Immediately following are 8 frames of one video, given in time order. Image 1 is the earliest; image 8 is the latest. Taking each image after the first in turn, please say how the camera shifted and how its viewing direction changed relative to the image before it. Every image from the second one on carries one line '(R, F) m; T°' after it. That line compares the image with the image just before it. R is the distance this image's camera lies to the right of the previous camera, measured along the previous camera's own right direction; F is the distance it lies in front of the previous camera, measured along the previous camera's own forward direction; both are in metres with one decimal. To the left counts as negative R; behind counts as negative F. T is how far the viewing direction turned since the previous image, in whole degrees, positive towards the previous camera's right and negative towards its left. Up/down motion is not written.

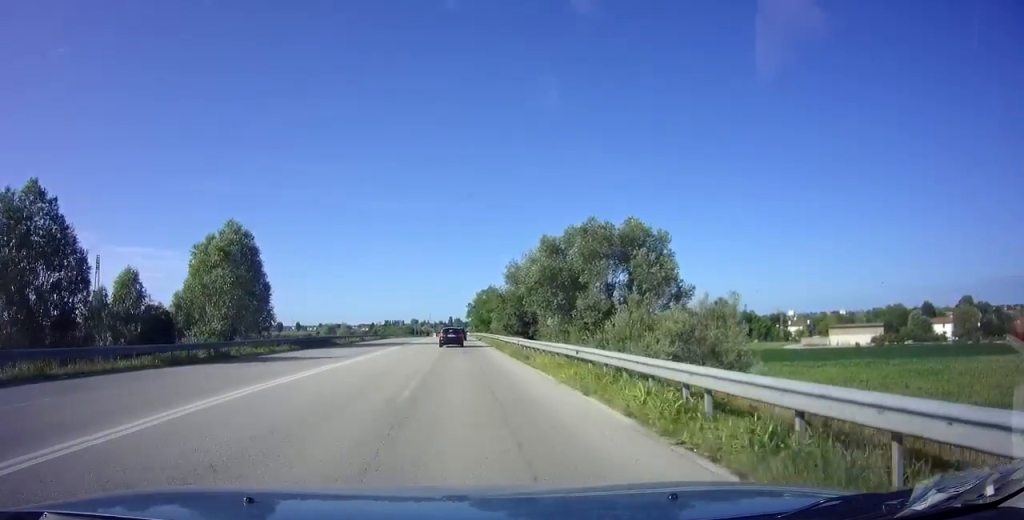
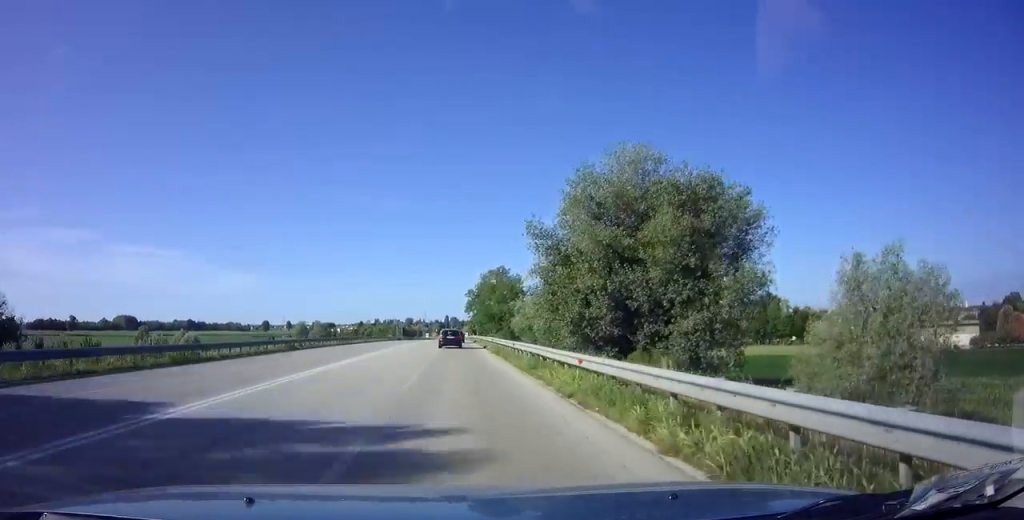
(+0.1, +42.1) m; 0°
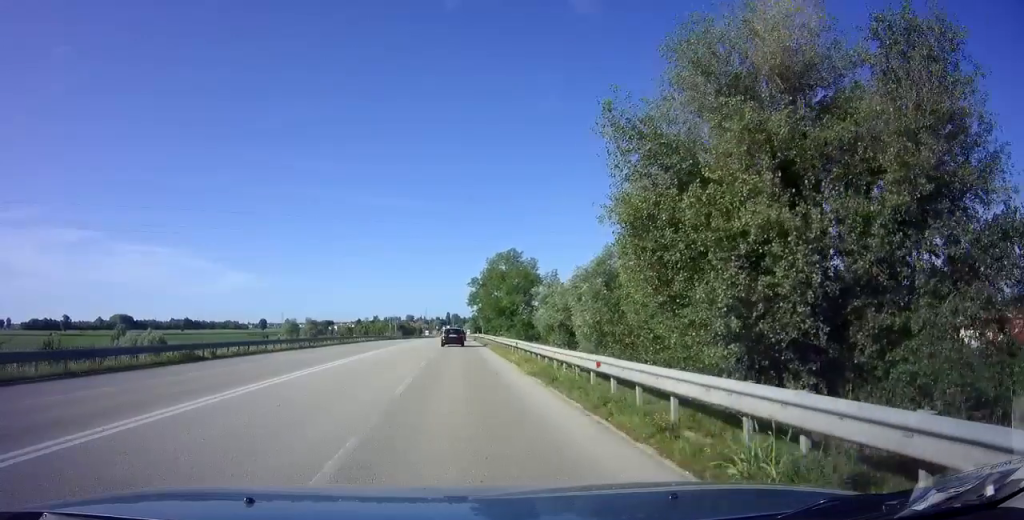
(-0.1, +16.0) m; 0°
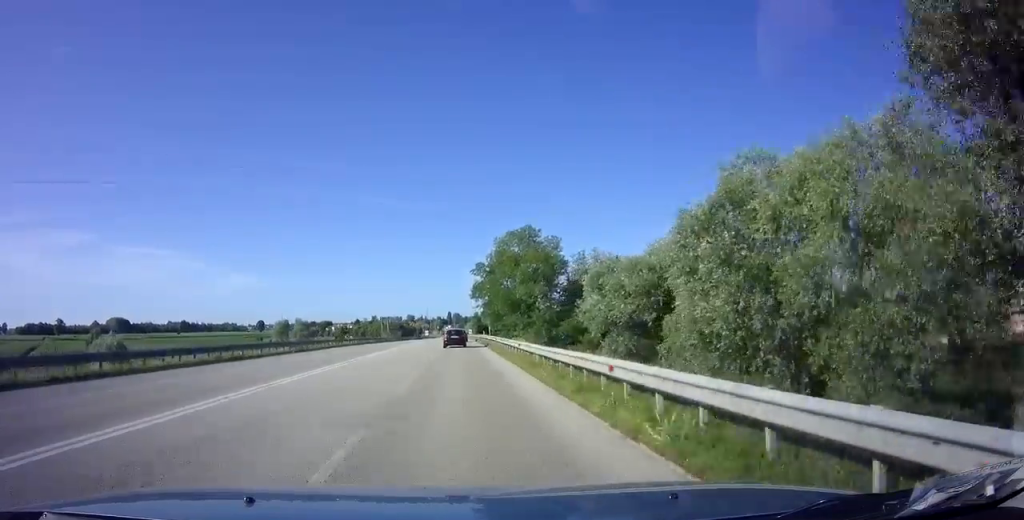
(0.0, +14.5) m; 0°
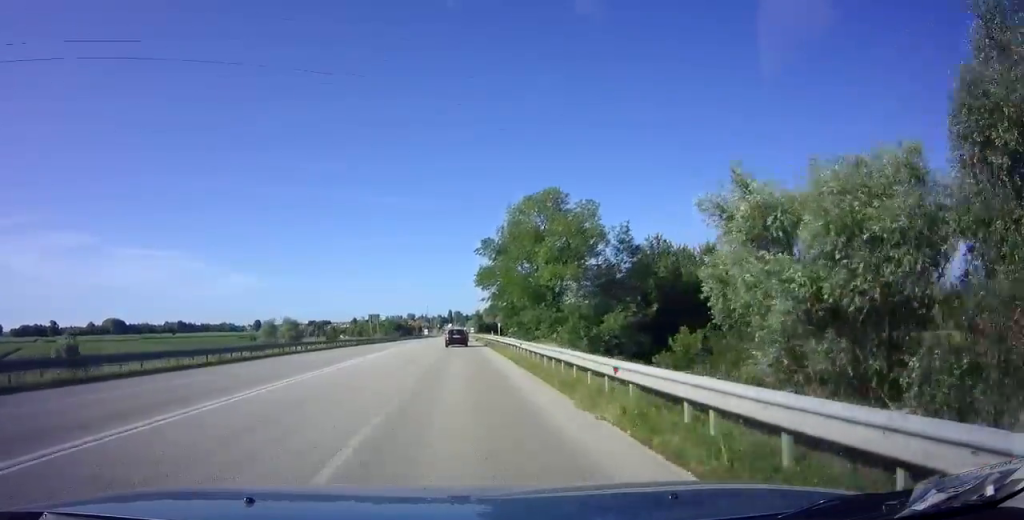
(+0.1, +13.7) m; 0°
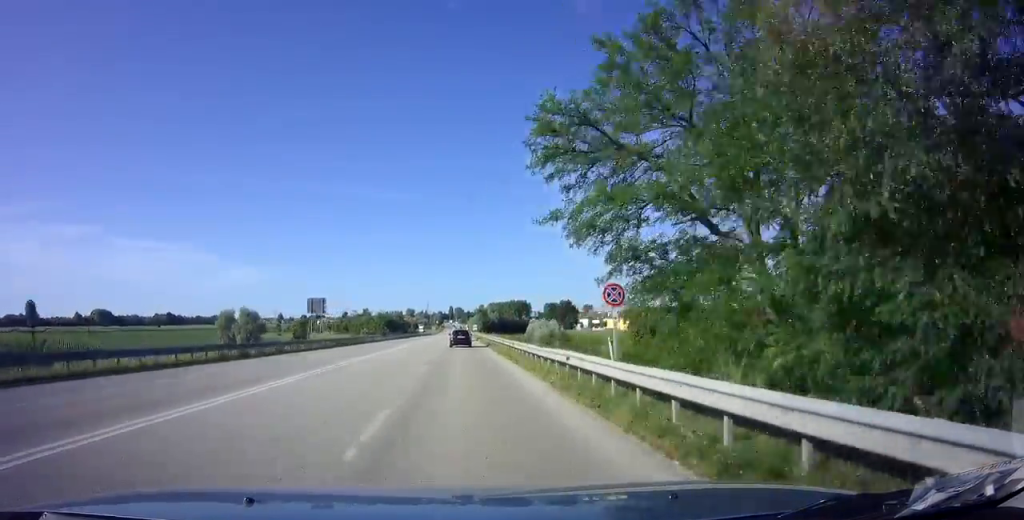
(-0.1, +35.9) m; 0°
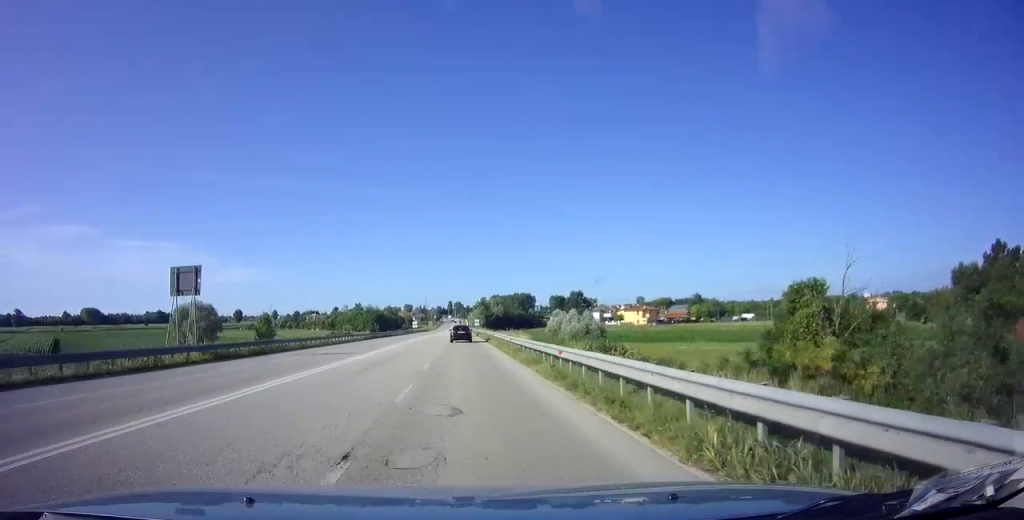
(0.0, +26.5) m; 0°
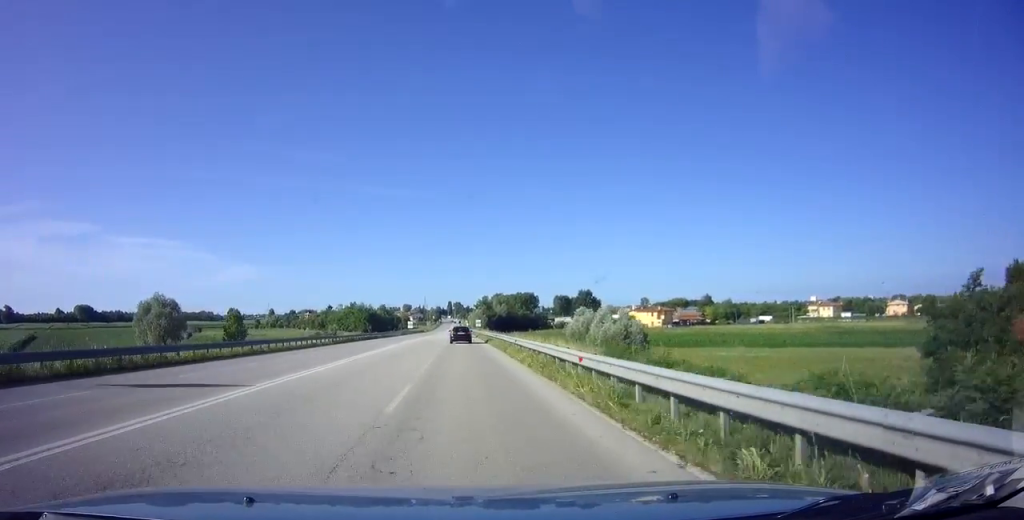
(-0.1, +15.8) m; 0°
